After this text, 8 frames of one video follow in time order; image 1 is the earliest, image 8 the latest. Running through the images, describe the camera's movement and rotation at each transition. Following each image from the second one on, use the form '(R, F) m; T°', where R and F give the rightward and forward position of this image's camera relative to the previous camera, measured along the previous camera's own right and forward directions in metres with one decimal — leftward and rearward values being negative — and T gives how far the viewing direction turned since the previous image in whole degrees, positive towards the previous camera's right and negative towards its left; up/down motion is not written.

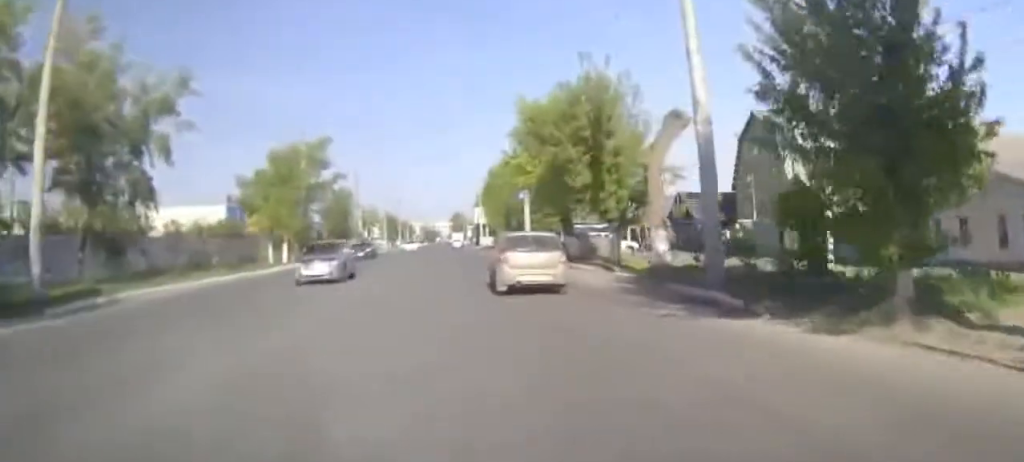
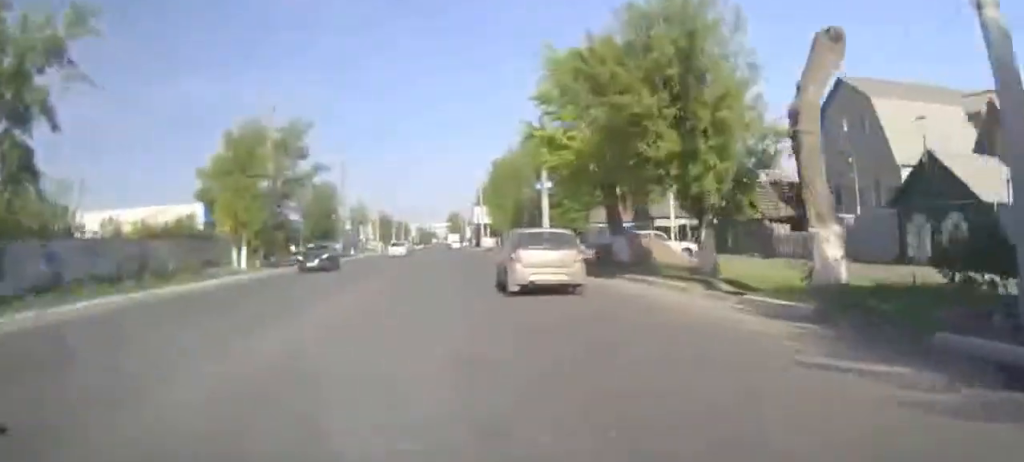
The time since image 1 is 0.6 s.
(0.0, +10.4) m; 0°
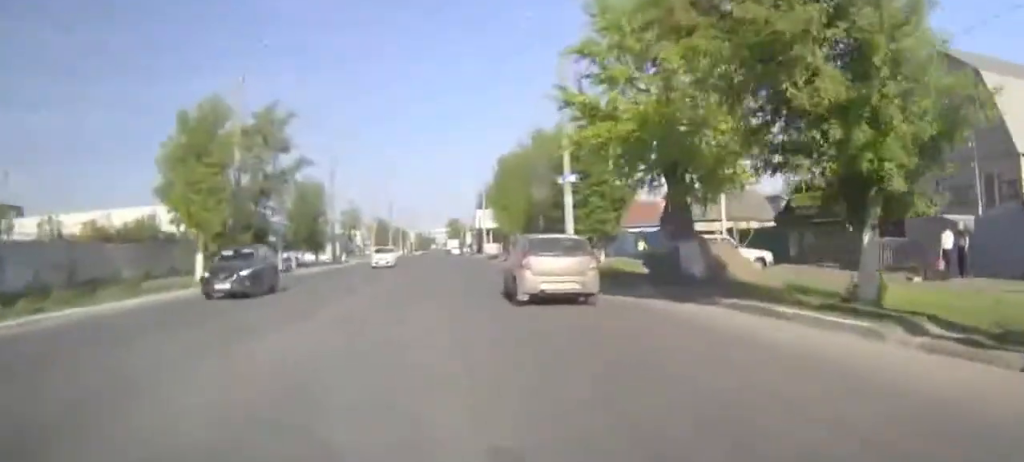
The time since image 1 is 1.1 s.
(0.0, +7.8) m; 0°
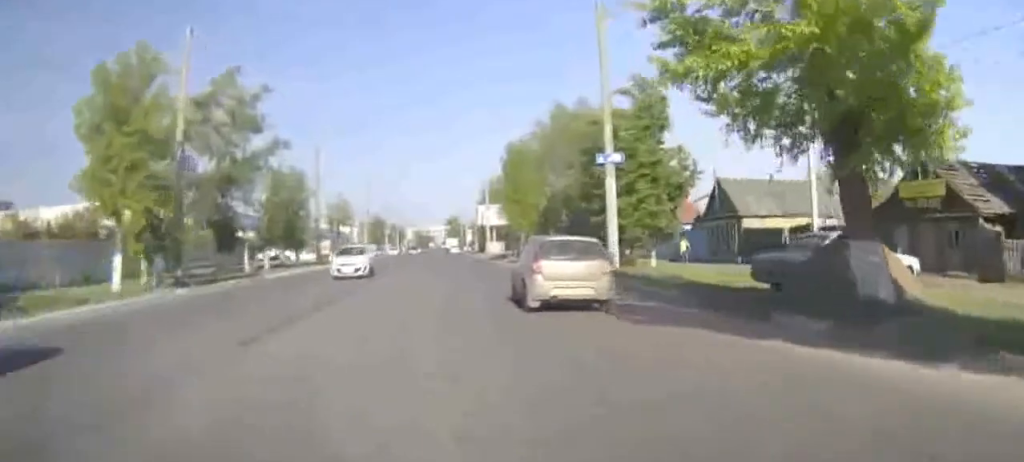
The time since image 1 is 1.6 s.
(0.0, +9.1) m; 0°
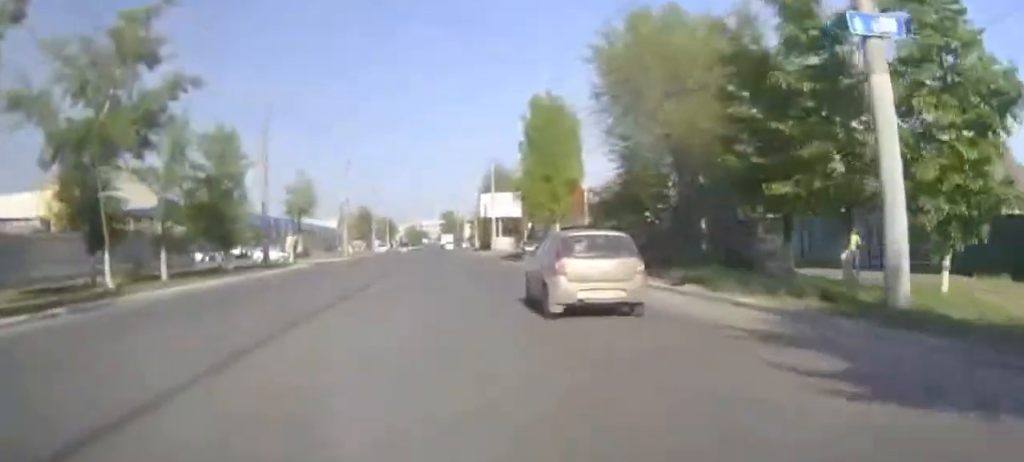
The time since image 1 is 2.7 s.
(0.0, +17.9) m; 0°
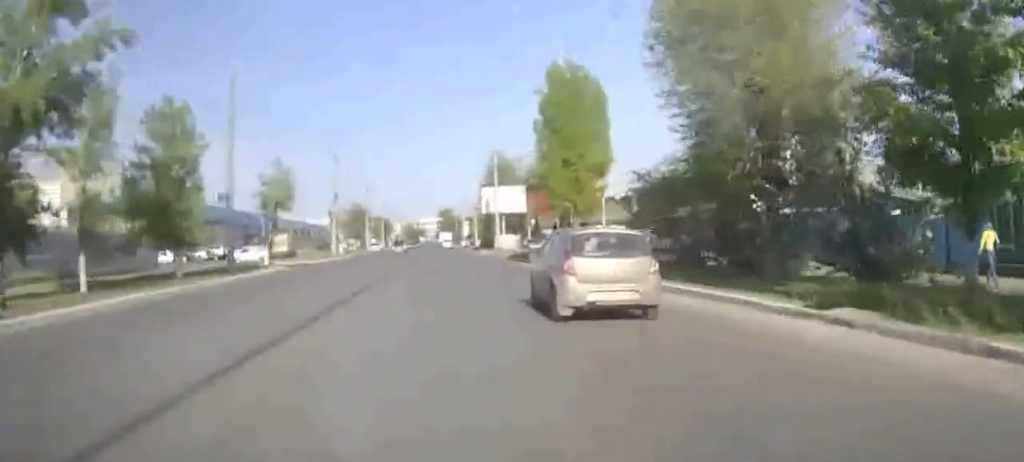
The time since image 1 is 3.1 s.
(0.0, +7.3) m; 0°
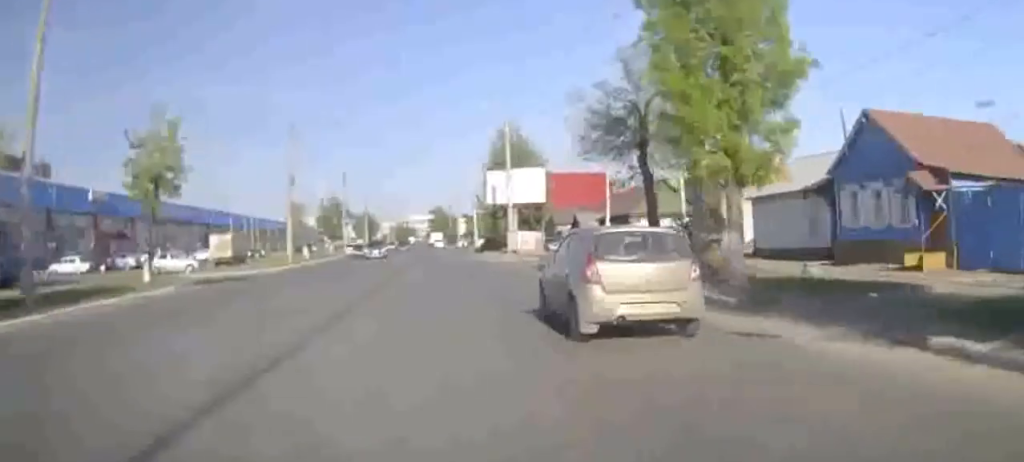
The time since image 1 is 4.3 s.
(0.0, +19.2) m; 0°
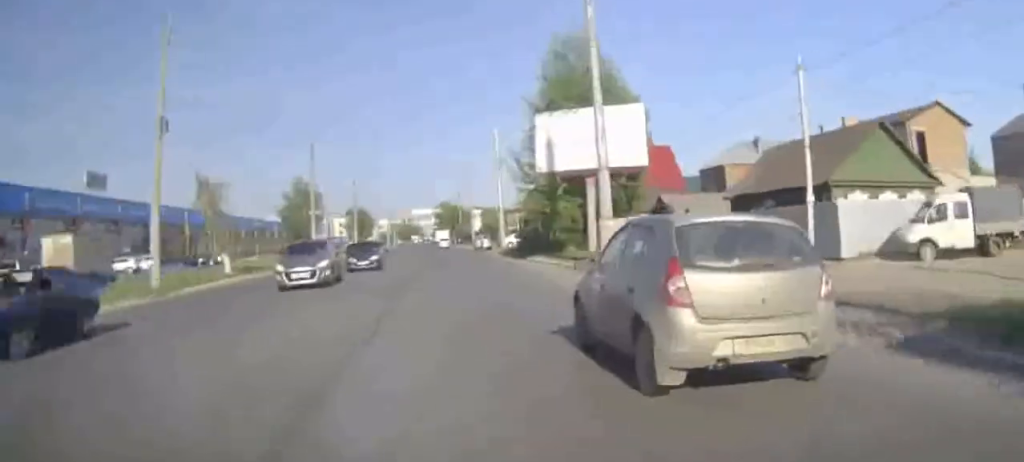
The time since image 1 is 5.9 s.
(-0.4, +26.5) m; -2°
